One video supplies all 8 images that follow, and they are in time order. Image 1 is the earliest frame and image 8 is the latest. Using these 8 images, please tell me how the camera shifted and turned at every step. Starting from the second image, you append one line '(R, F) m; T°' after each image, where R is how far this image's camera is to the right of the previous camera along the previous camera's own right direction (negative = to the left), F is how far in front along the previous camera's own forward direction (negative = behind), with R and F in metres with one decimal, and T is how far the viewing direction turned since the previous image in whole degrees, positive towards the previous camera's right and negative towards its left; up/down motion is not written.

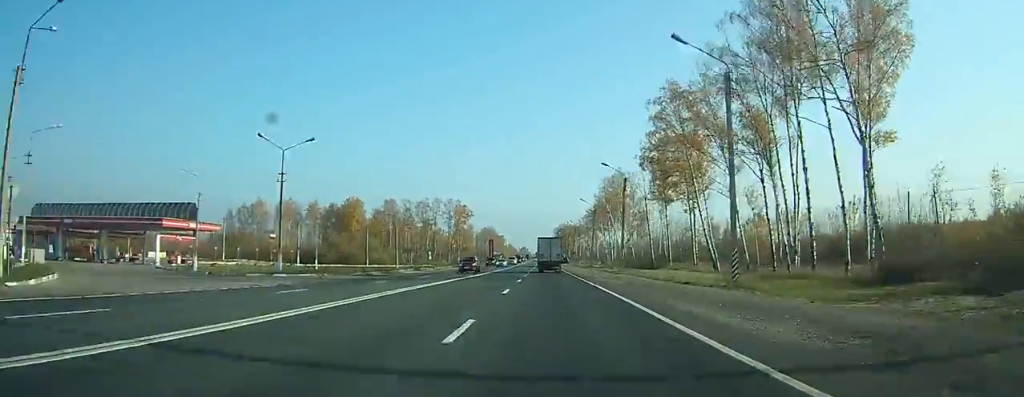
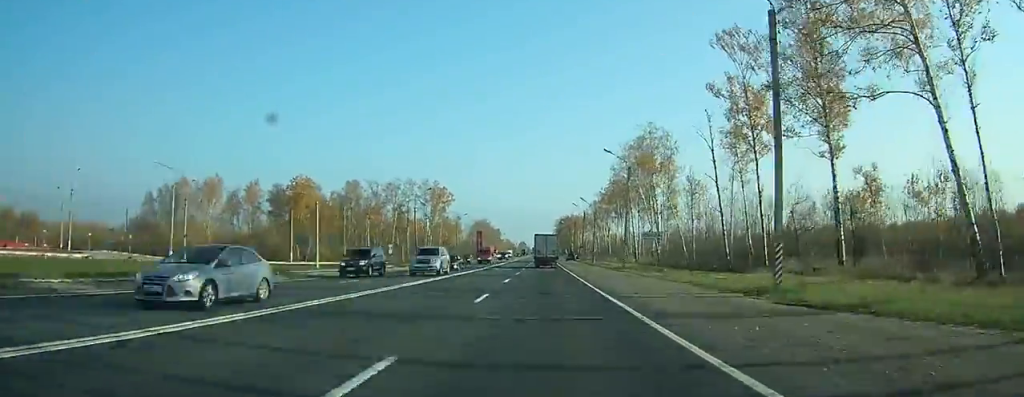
(0.0, +41.1) m; 0°
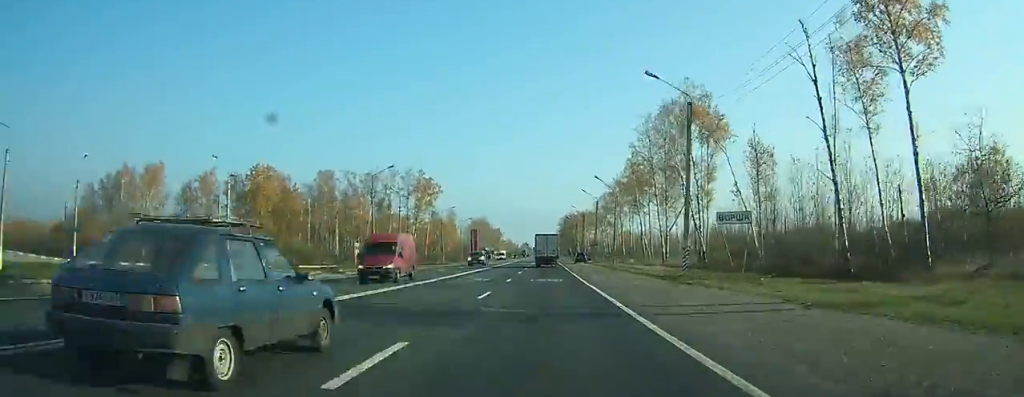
(-0.1, +23.5) m; 0°
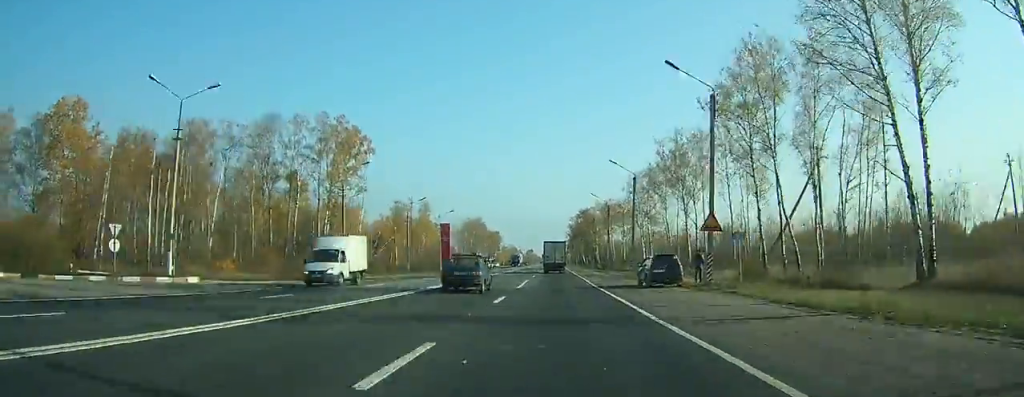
(-0.6, +61.8) m; -1°
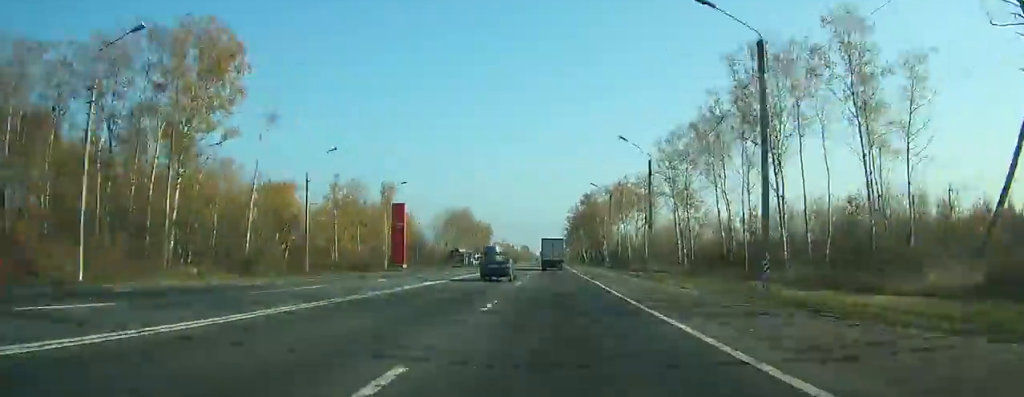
(+0.2, +36.2) m; +1°
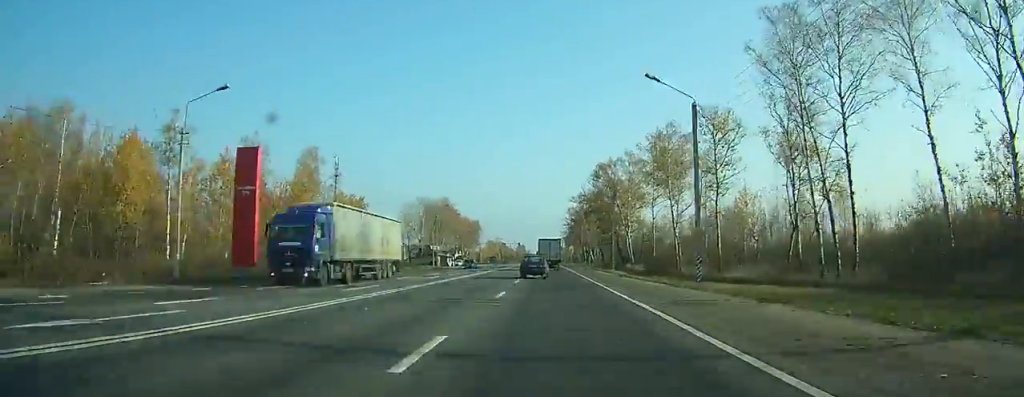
(+0.3, +44.7) m; 0°
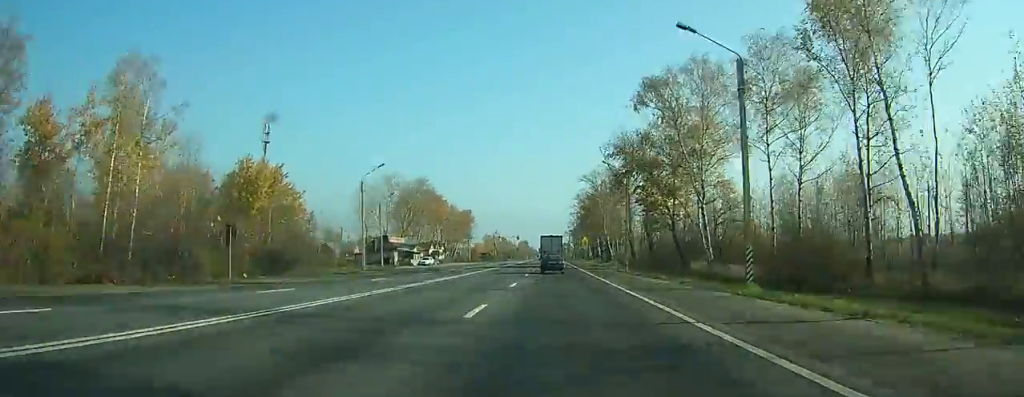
(+0.1, +40.8) m; 0°
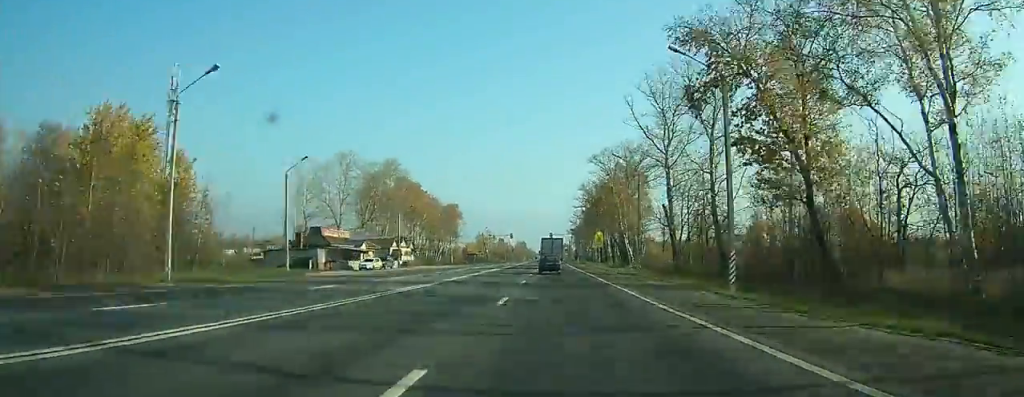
(-0.1, +30.3) m; 0°
